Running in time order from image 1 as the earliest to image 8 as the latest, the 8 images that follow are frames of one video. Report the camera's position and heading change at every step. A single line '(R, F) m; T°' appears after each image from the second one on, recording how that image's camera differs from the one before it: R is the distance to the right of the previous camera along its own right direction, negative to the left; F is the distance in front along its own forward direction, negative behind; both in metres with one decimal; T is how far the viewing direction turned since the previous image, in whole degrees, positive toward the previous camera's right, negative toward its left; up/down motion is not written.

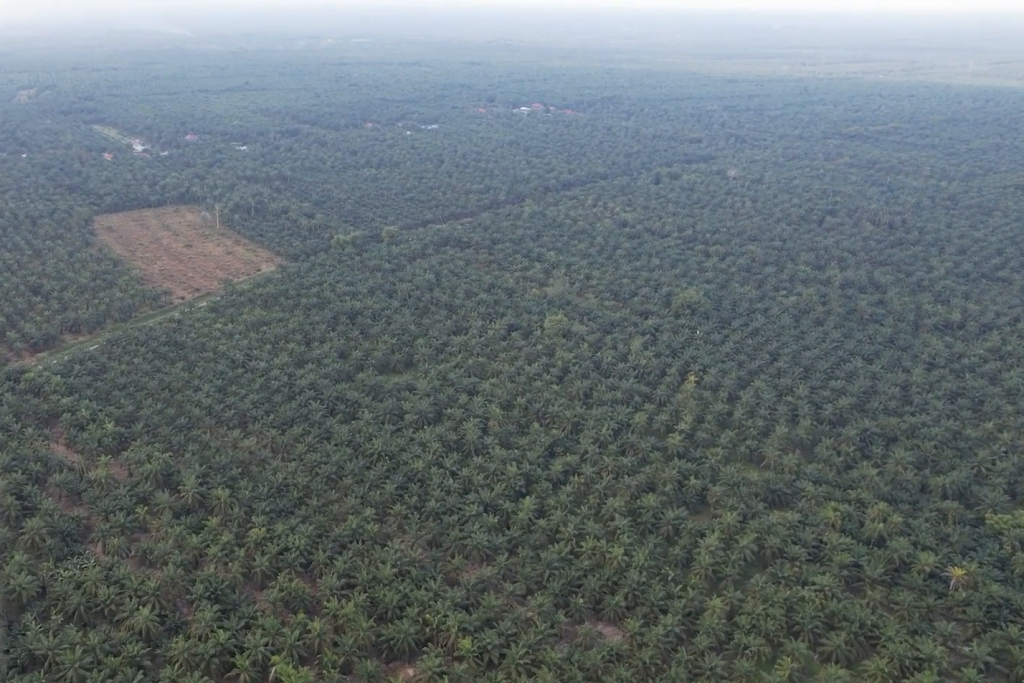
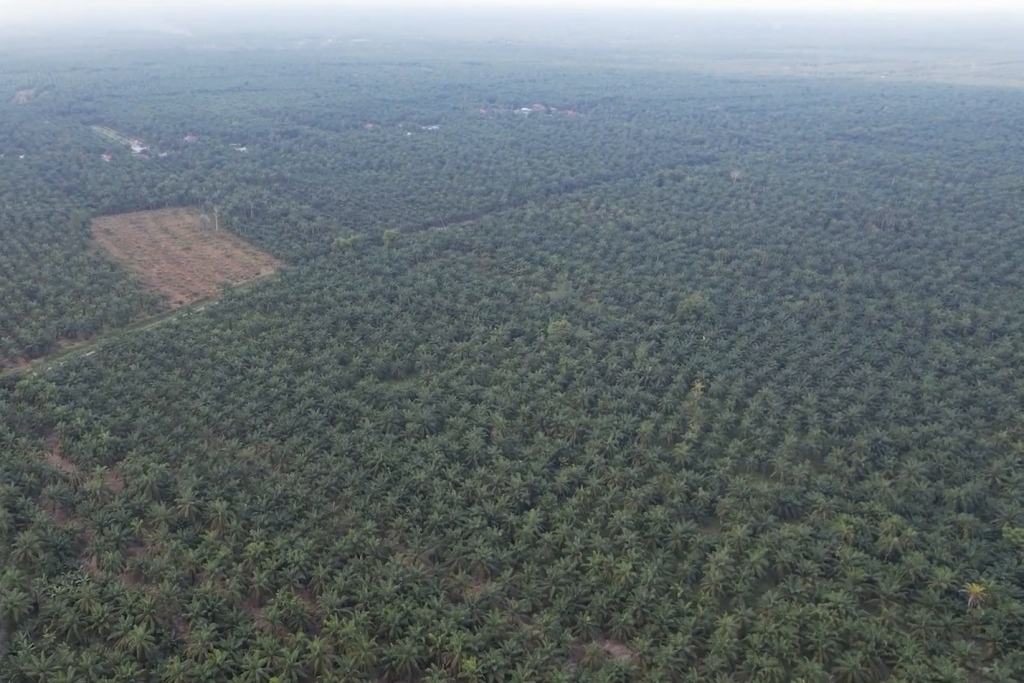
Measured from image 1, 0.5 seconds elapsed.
(0.0, +7.8) m; 0°
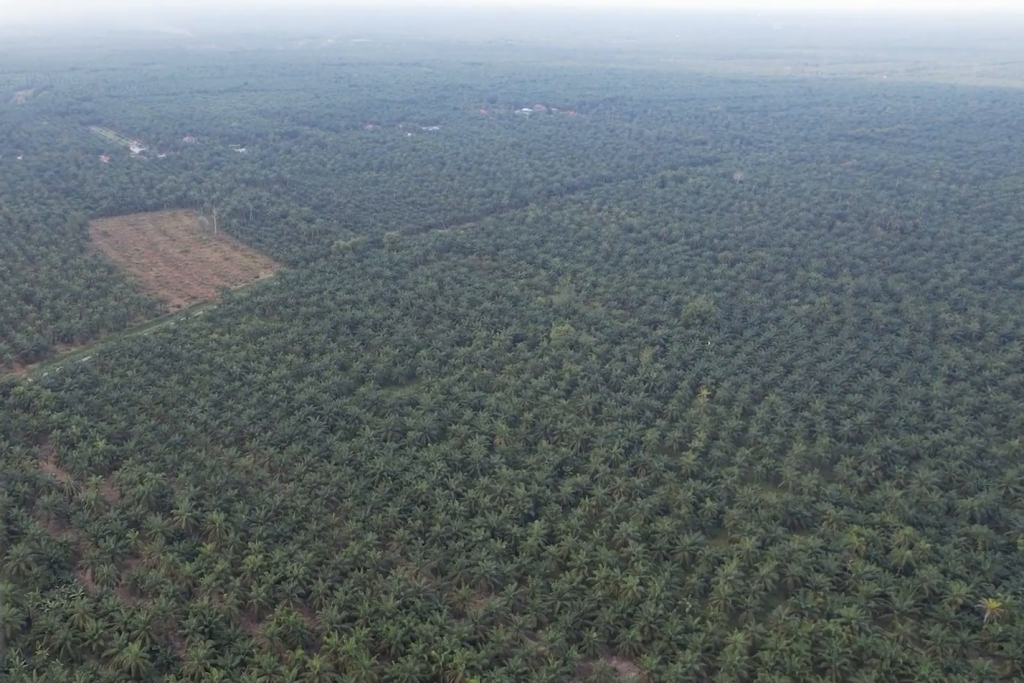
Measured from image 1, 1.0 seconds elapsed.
(0.0, +6.6) m; 0°
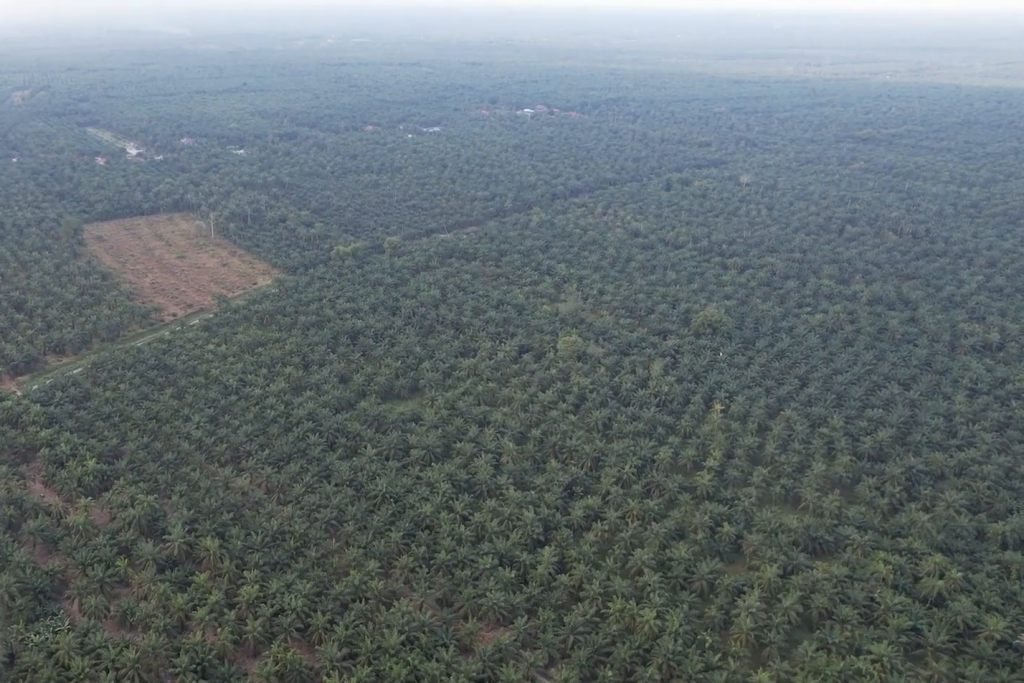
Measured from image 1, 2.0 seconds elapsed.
(0.0, +14.9) m; 0°
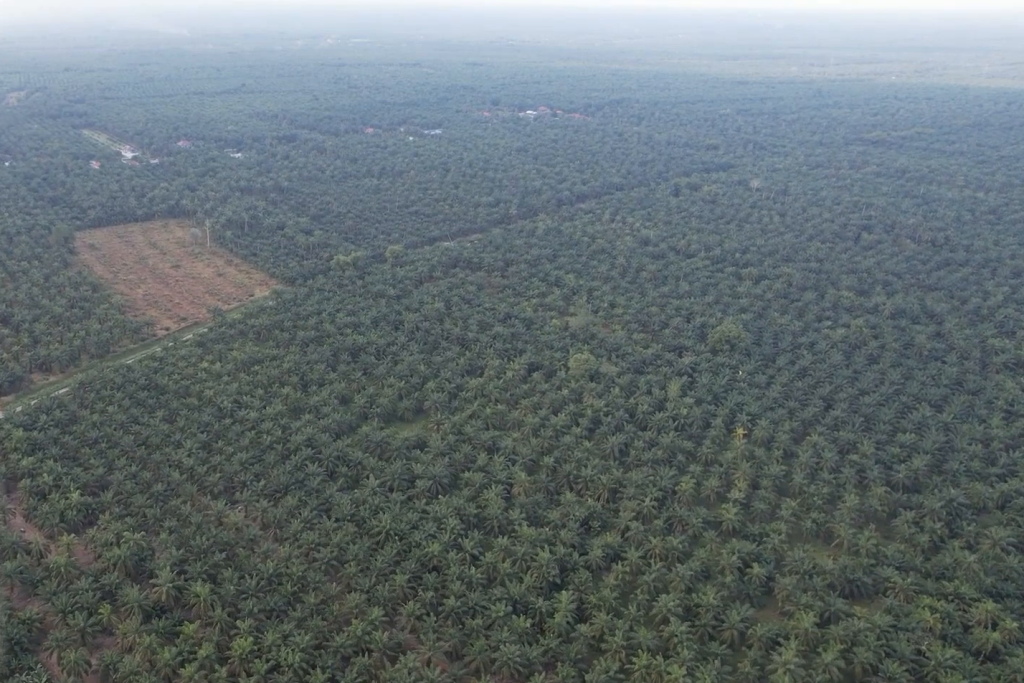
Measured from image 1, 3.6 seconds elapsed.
(0.0, +22.1) m; 0°
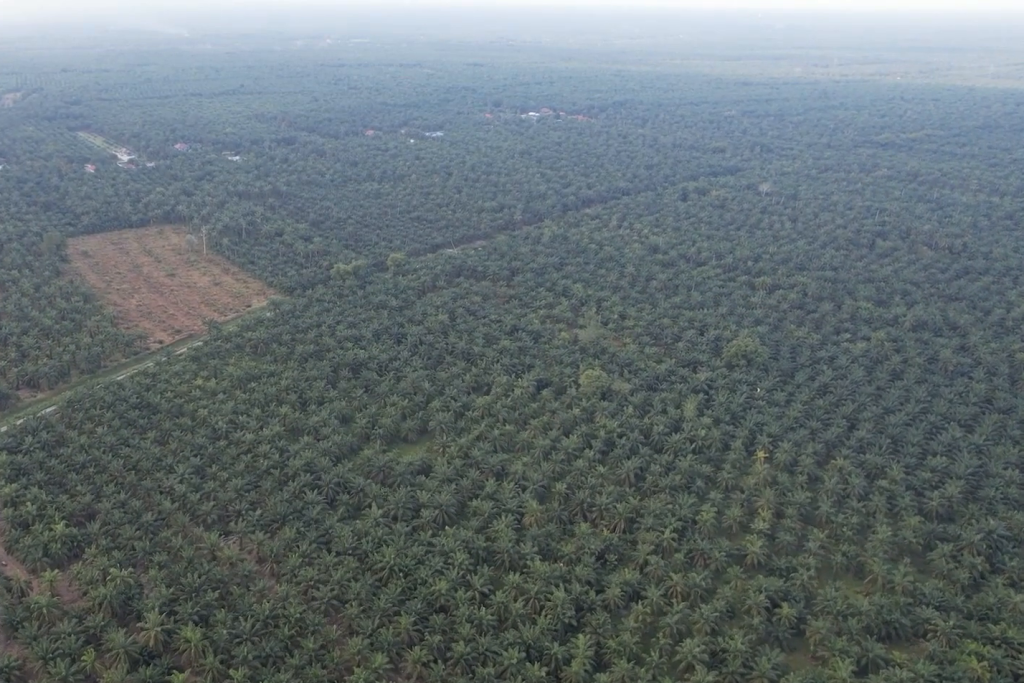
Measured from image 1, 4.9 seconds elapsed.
(0.0, +18.5) m; 0°
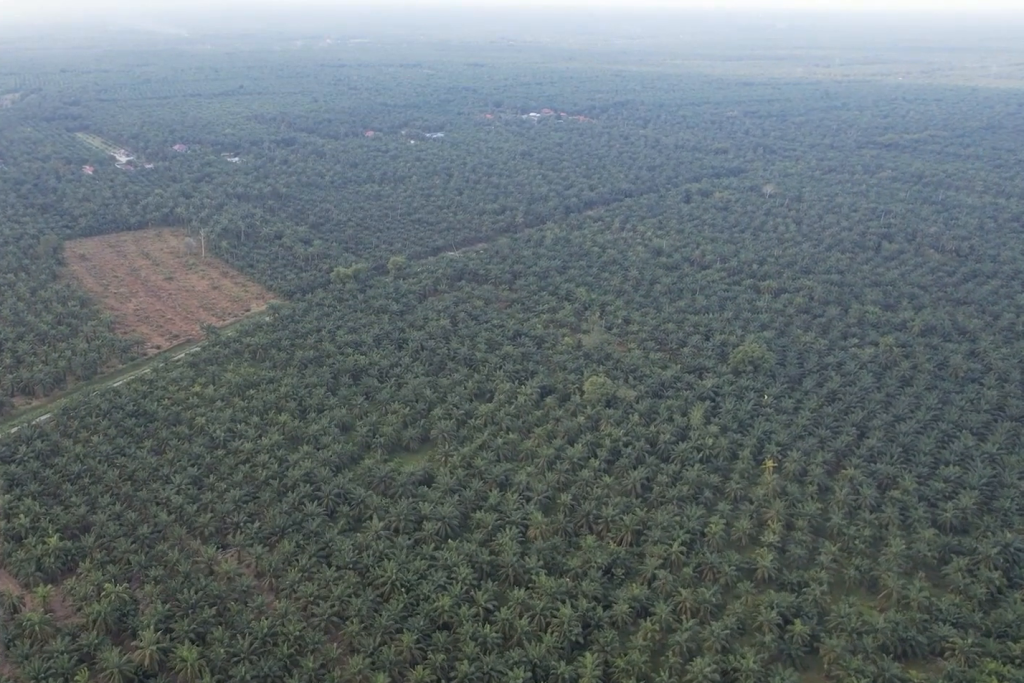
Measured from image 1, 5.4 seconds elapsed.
(0.0, +7.2) m; 0°
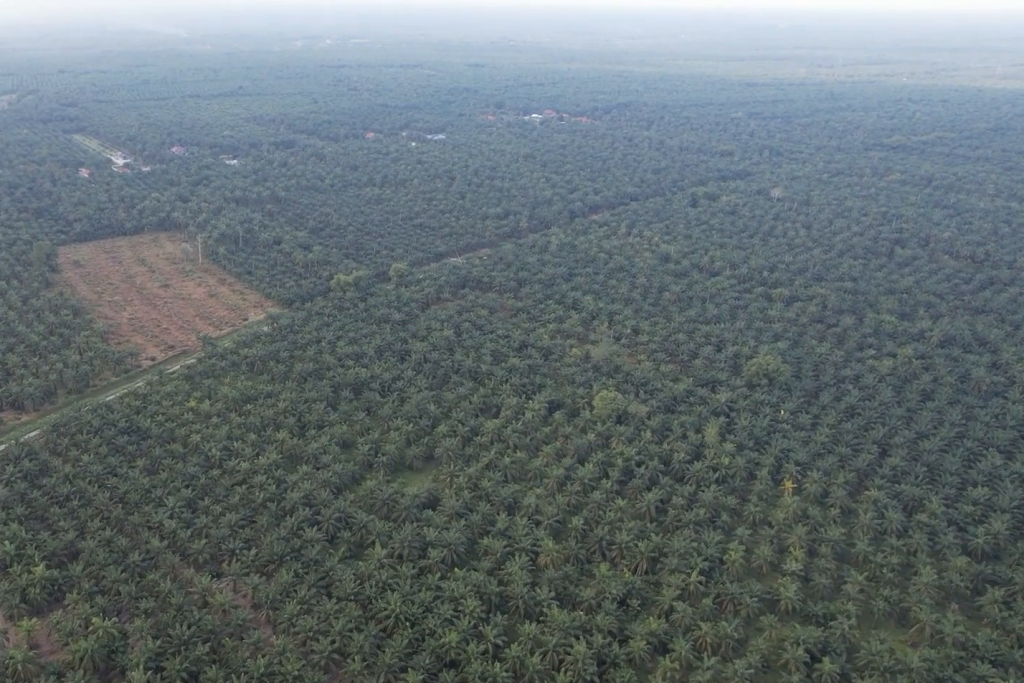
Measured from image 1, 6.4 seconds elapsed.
(0.0, +14.9) m; 0°
